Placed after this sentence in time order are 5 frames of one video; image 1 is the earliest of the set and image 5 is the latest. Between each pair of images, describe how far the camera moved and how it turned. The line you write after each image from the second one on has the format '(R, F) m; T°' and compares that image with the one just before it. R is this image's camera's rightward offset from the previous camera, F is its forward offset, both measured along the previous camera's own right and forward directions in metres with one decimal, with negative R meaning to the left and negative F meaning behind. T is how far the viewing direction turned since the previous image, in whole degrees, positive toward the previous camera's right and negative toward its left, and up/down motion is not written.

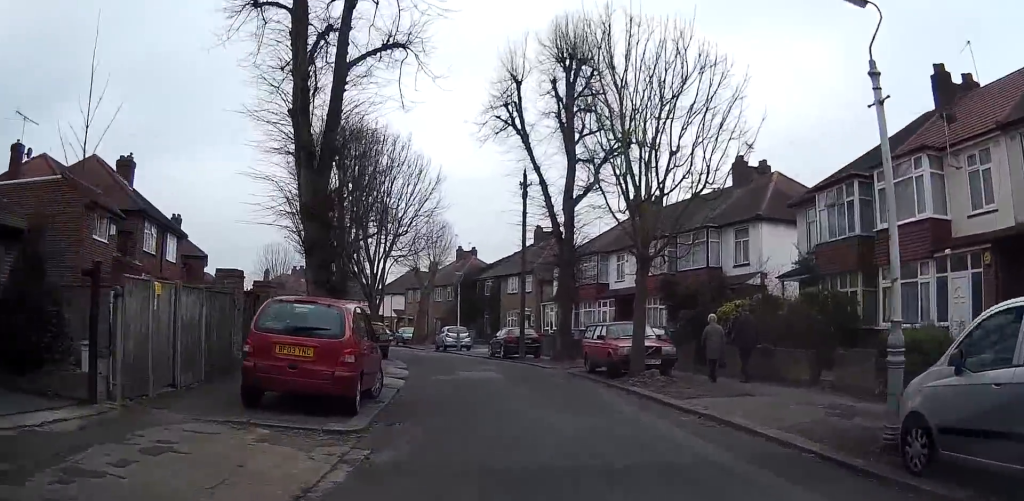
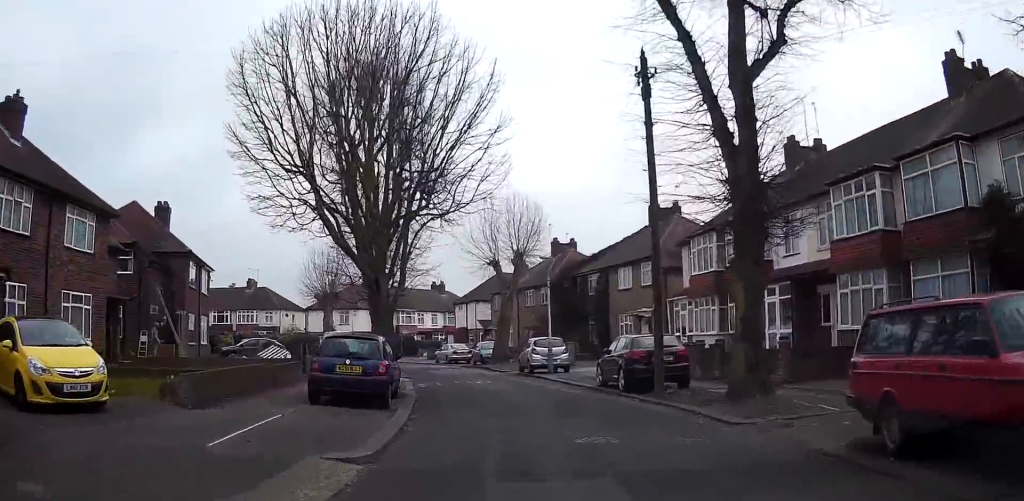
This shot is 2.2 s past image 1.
(-0.9, +15.1) m; -7°
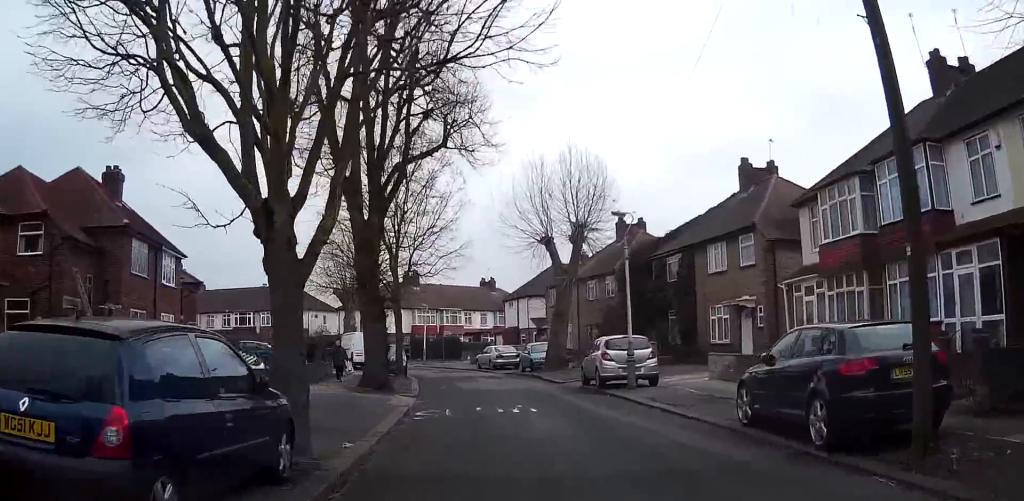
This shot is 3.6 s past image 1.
(-0.4, +10.7) m; -5°
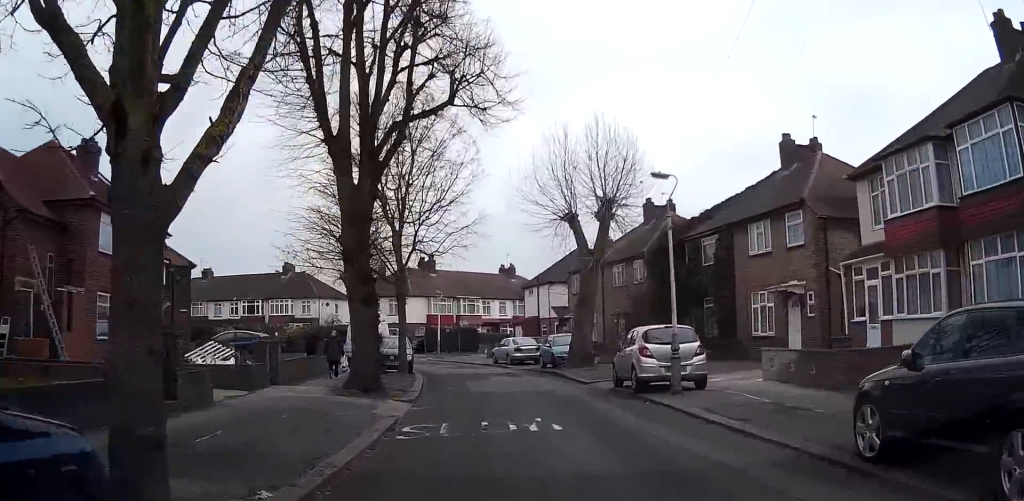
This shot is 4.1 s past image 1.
(+0.1, +3.7) m; -2°
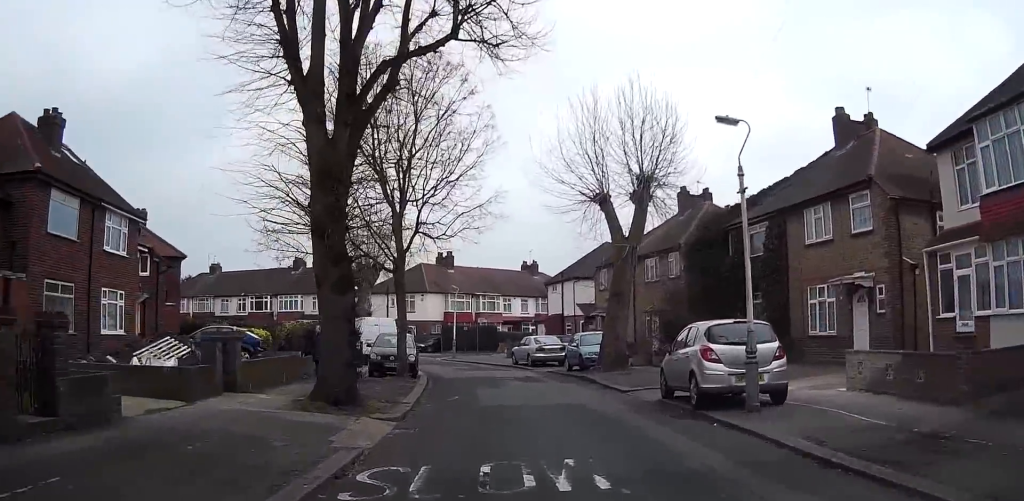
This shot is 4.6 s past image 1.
(-0.3, +4.3) m; -2°
